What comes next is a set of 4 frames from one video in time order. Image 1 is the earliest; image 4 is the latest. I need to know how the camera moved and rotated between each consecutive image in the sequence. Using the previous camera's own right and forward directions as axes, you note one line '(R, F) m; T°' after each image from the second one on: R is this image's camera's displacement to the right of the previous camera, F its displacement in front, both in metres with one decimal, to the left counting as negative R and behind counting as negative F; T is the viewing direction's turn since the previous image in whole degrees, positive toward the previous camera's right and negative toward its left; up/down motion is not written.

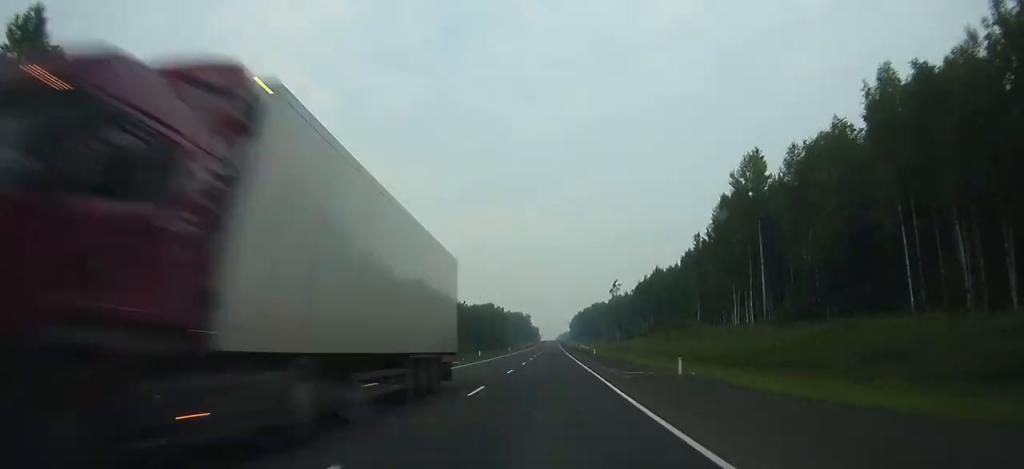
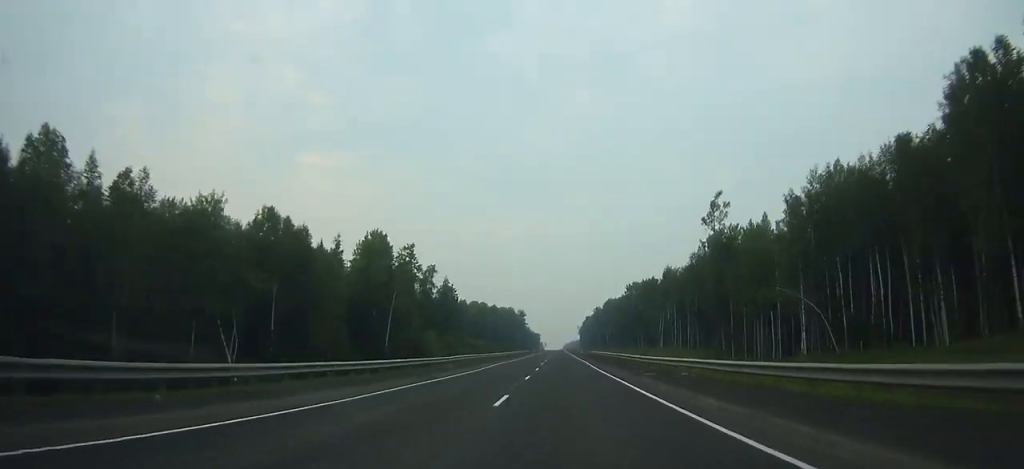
(-1.0, +168.8) m; 0°
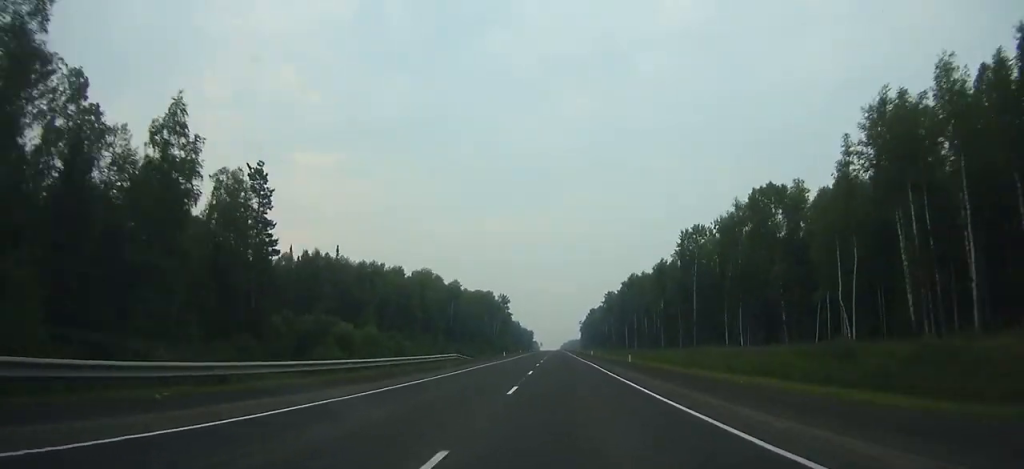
(+0.2, +102.3) m; 0°
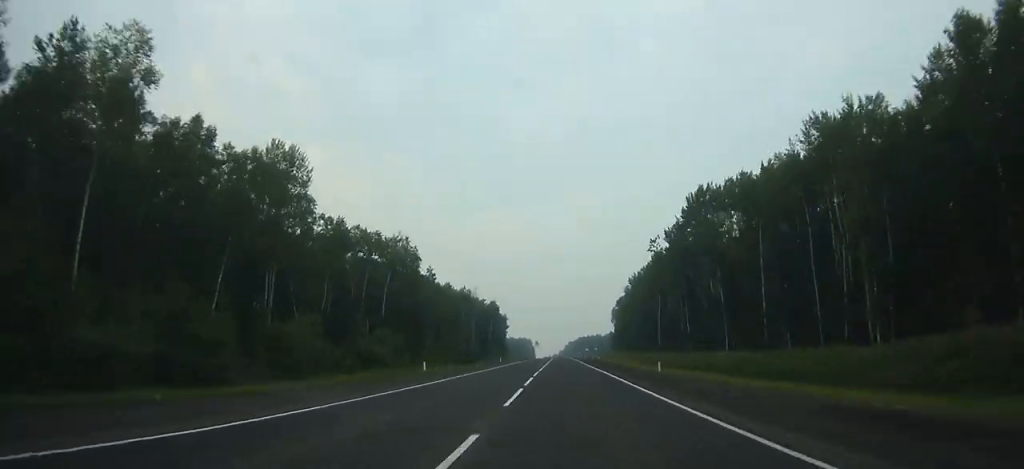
(-0.1, +314.0) m; 0°
